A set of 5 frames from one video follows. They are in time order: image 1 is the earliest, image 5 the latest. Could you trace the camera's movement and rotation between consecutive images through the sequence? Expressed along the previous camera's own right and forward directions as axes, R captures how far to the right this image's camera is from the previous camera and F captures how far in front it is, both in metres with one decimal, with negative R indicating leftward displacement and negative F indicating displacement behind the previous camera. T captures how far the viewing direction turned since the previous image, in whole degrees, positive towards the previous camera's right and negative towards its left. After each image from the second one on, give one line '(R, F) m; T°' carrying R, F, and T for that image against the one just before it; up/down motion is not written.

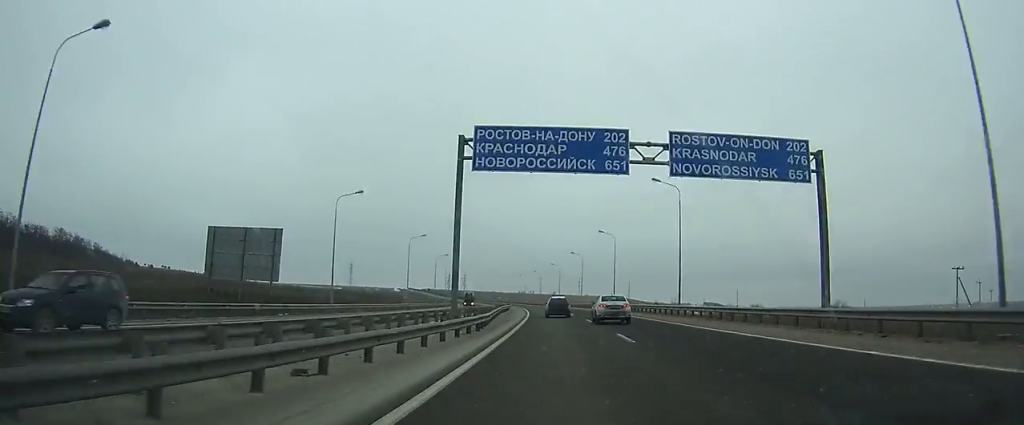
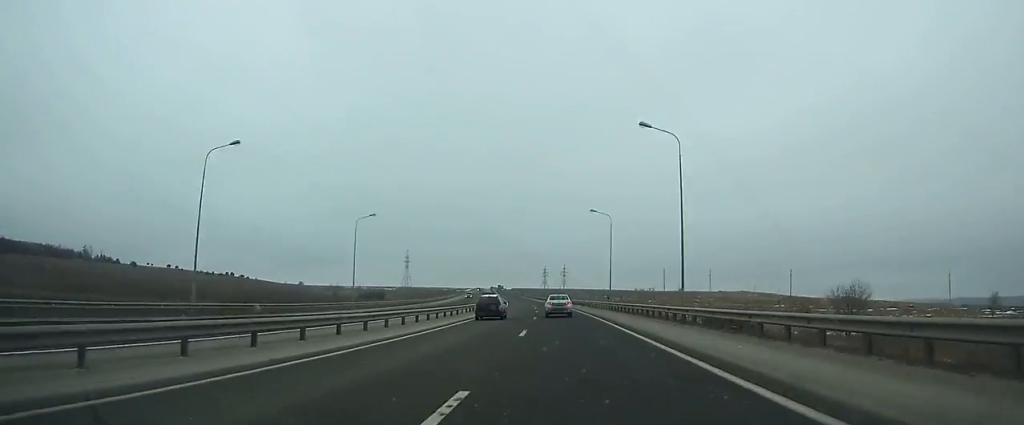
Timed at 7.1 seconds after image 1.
(-19.2, +197.3) m; -11°
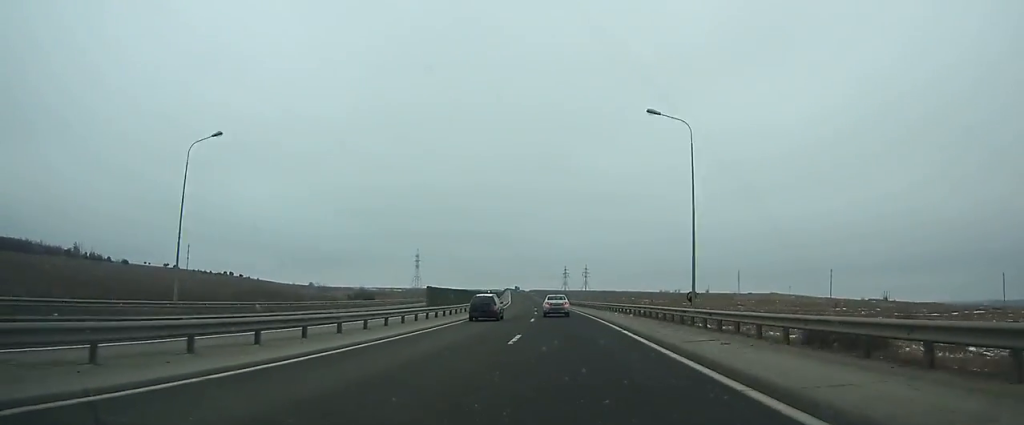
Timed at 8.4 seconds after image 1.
(+0.1, +38.1) m; -2°
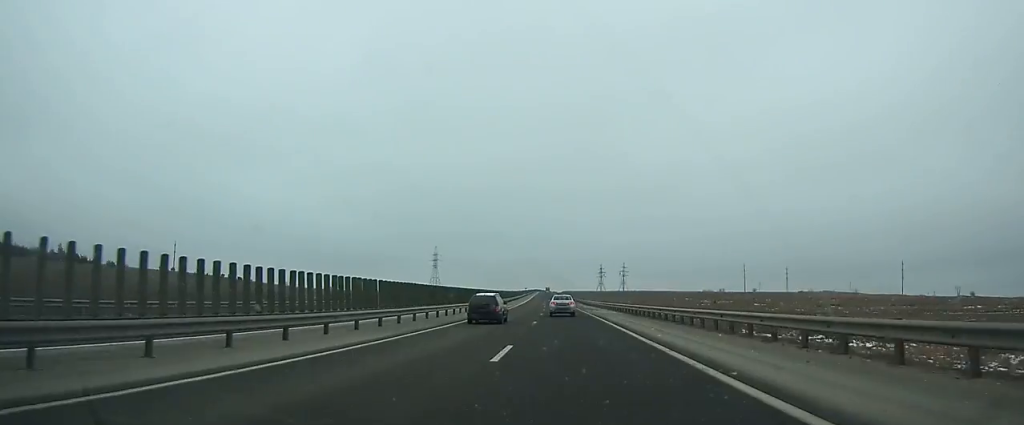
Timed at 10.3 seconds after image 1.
(-2.2, +57.4) m; -2°
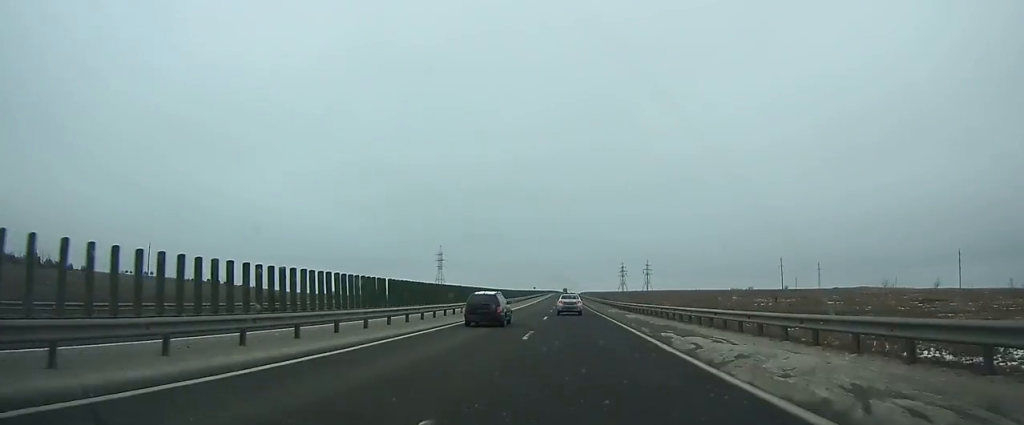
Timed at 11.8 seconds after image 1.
(-0.6, +44.9) m; -1°
